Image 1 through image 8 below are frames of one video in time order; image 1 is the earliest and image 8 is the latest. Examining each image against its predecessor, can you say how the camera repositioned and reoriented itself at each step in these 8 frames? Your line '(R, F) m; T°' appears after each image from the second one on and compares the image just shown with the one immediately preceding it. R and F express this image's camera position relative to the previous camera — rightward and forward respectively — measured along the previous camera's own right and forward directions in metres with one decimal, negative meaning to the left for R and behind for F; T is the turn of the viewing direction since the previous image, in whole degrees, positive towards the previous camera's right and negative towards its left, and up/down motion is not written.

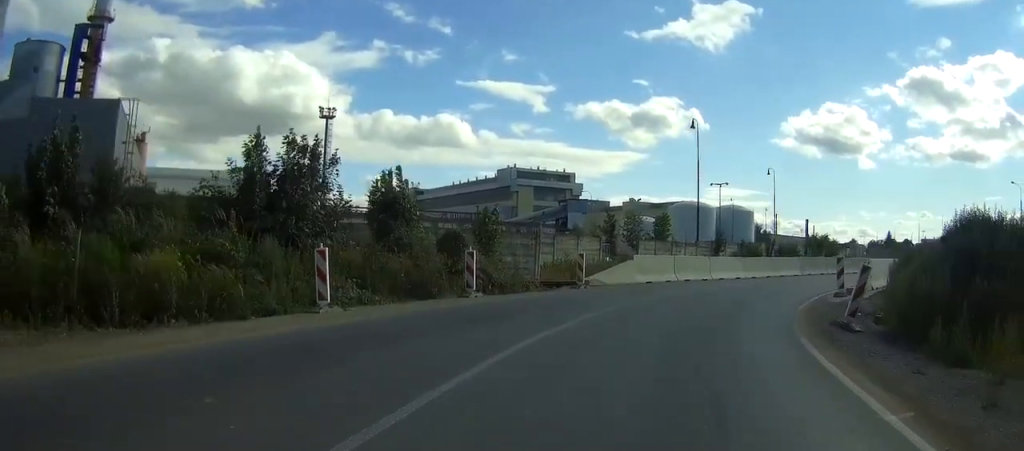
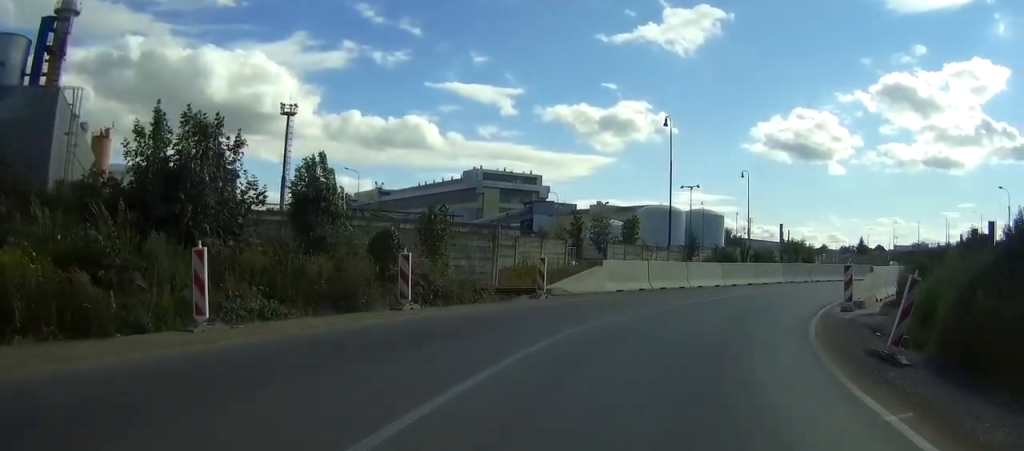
(-0.1, +3.3) m; +5°
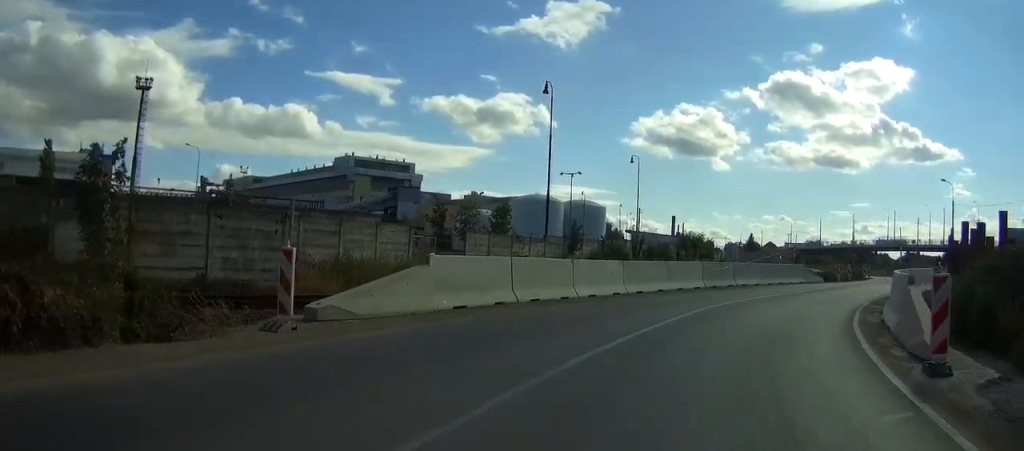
(+1.3, +10.5) m; +8°
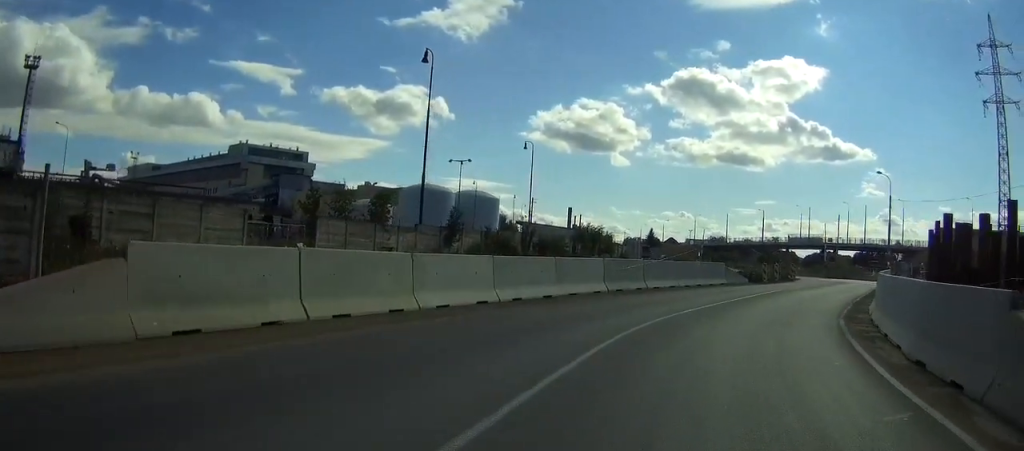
(+0.1, +7.2) m; +6°
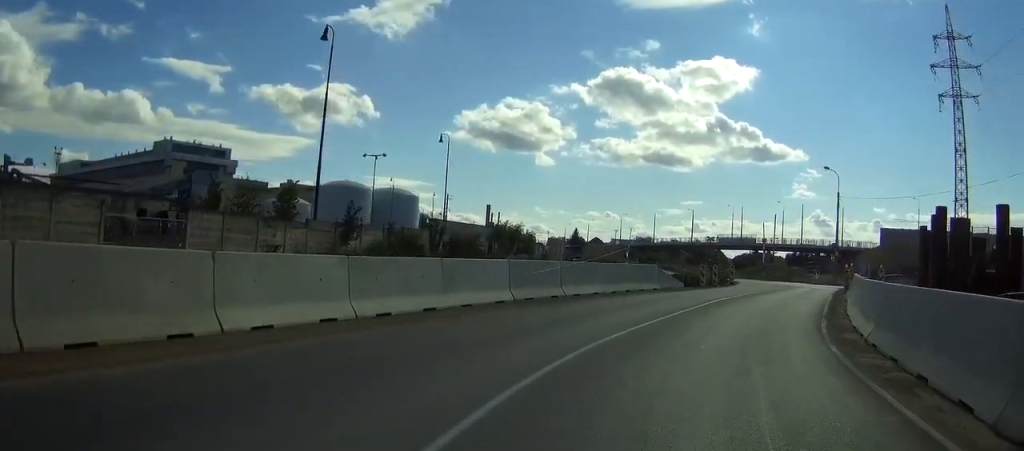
(+0.1, +5.2) m; +8°
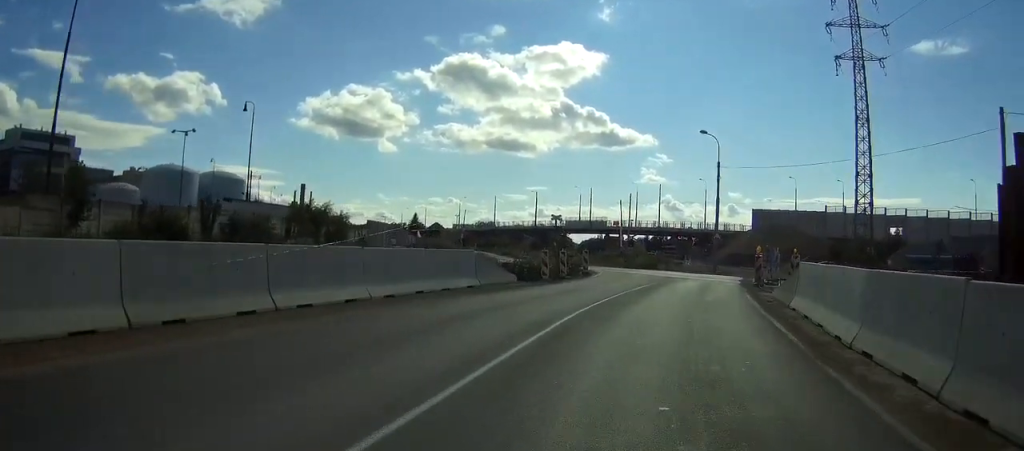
(+1.8, +12.4) m; +12°
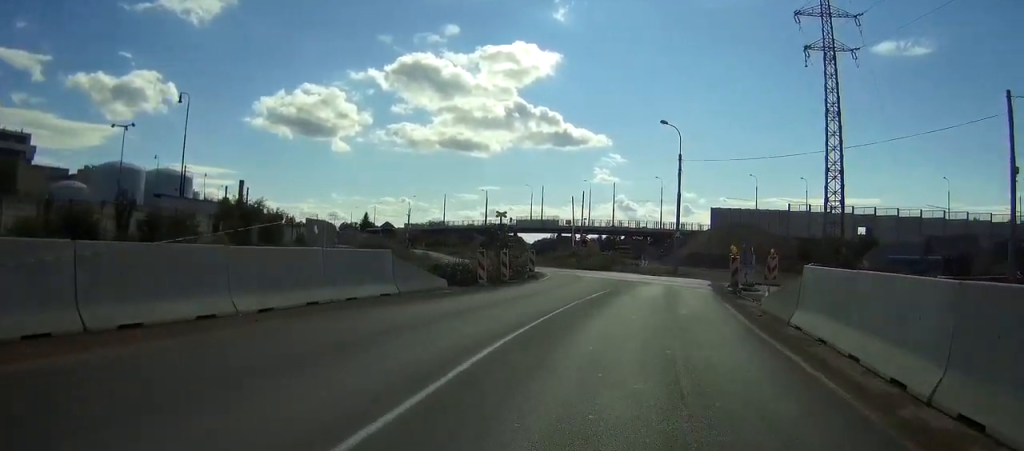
(+0.1, +4.7) m; +2°
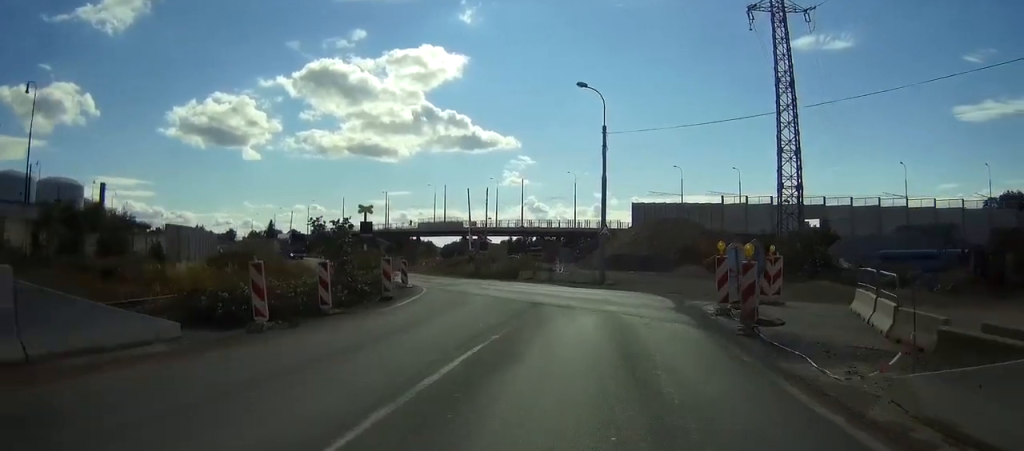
(+0.4, +13.0) m; +2°
